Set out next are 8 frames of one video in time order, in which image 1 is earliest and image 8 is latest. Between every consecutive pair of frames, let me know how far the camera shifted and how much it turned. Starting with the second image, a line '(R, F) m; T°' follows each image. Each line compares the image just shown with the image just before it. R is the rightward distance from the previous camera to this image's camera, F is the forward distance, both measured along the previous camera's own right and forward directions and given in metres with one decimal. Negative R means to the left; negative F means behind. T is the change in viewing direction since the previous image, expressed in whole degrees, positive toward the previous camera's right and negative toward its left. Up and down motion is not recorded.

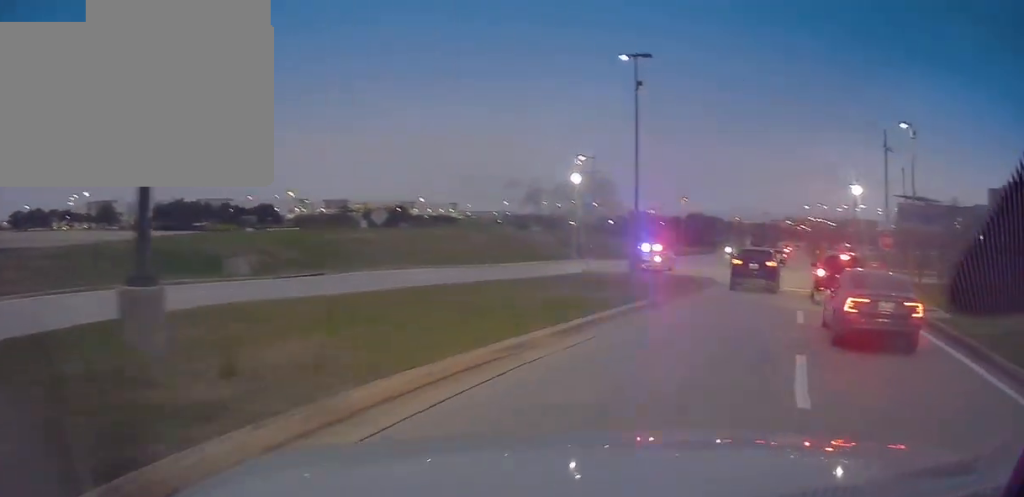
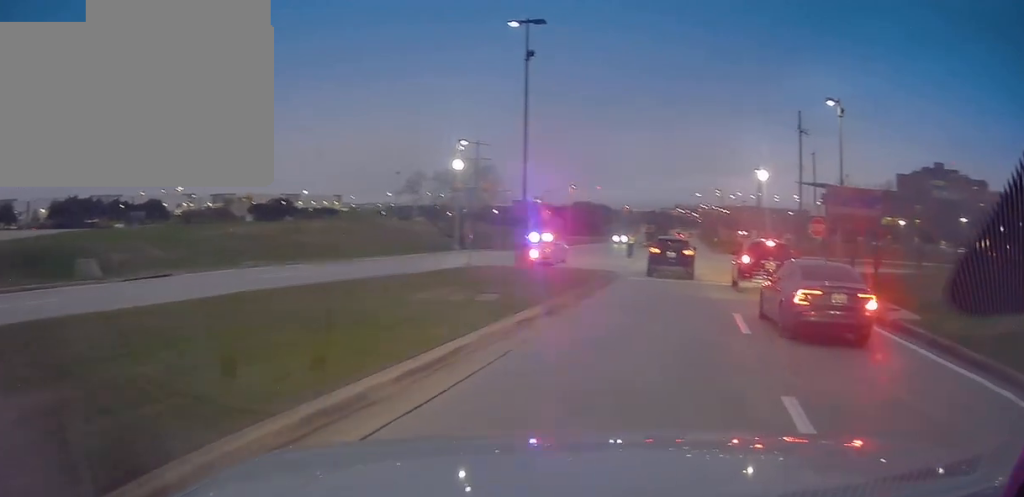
(+0.1, +3.8) m; +6°
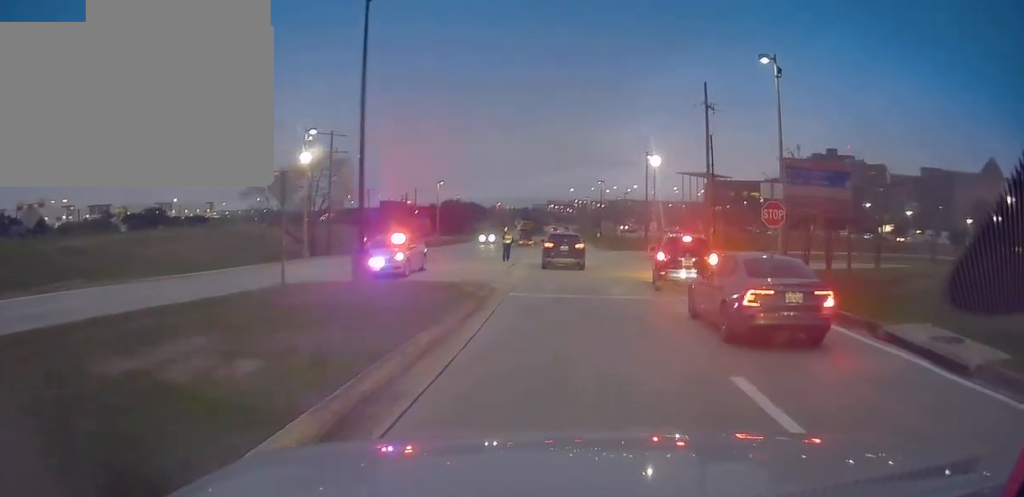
(+0.9, +7.6) m; +18°
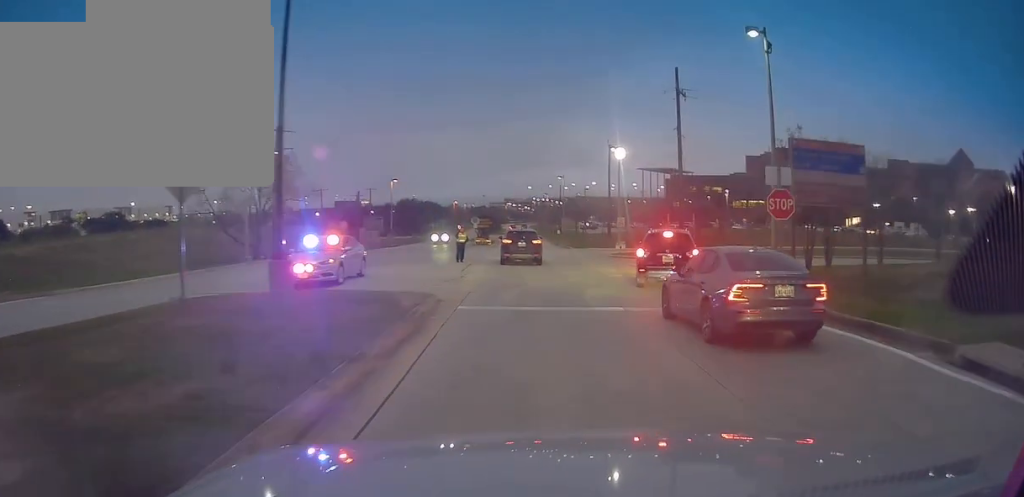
(+0.3, +3.3) m; +7°
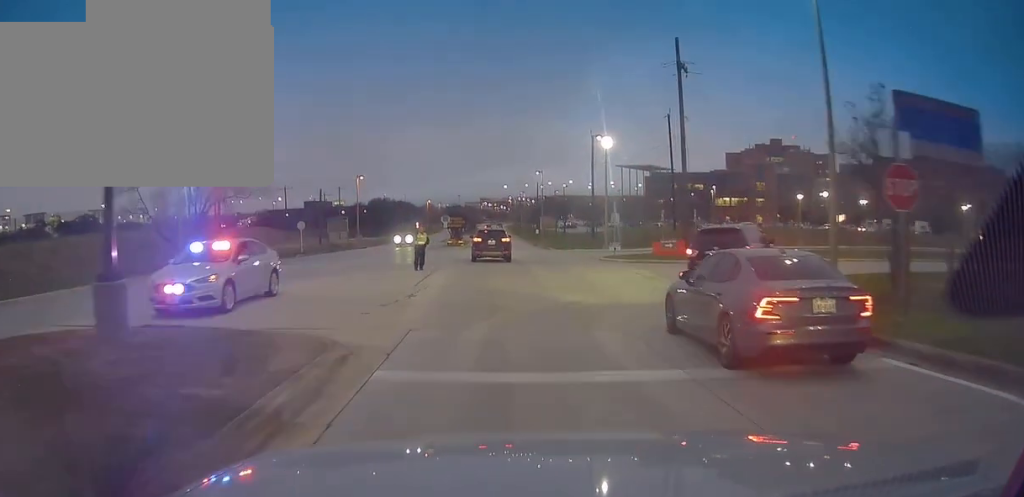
(+0.8, +5.9) m; +10°
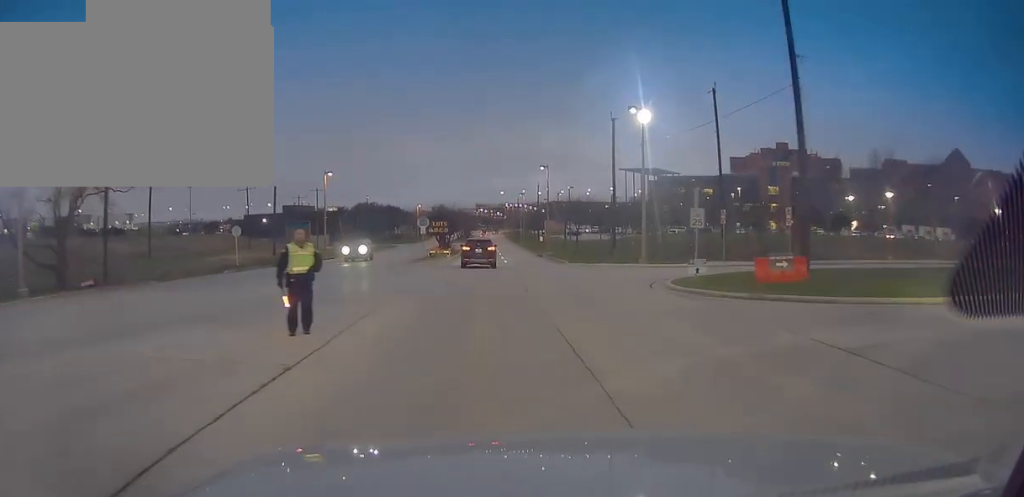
(+0.7, +15.5) m; +2°
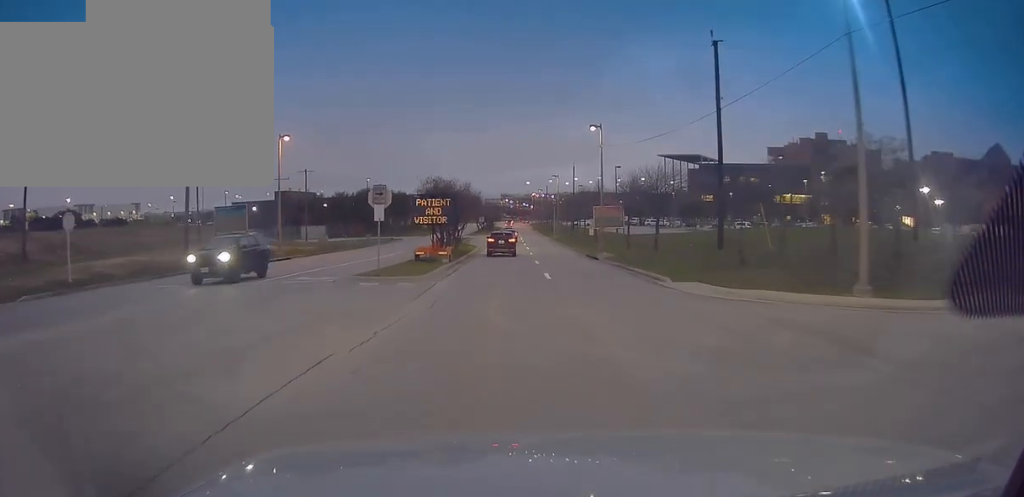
(-1.2, +24.3) m; -5°
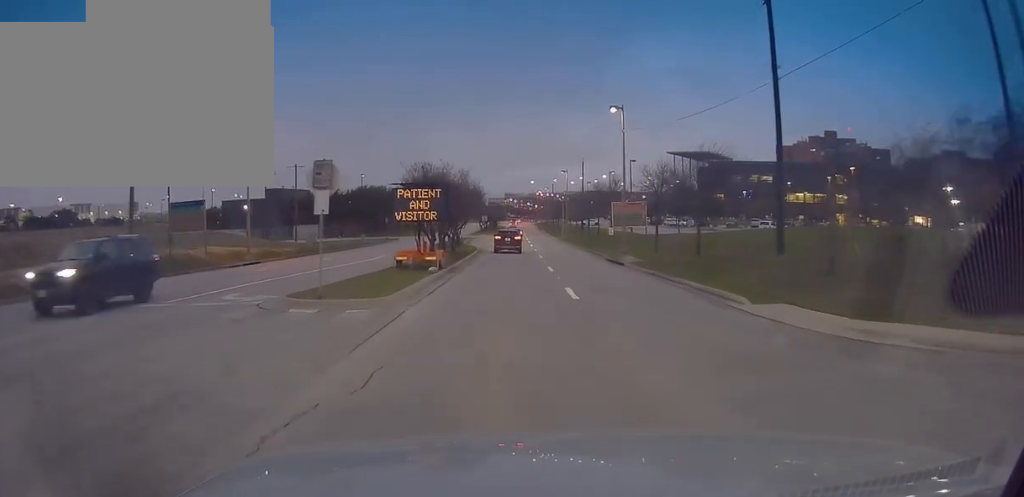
(0.0, +7.6) m; +2°
